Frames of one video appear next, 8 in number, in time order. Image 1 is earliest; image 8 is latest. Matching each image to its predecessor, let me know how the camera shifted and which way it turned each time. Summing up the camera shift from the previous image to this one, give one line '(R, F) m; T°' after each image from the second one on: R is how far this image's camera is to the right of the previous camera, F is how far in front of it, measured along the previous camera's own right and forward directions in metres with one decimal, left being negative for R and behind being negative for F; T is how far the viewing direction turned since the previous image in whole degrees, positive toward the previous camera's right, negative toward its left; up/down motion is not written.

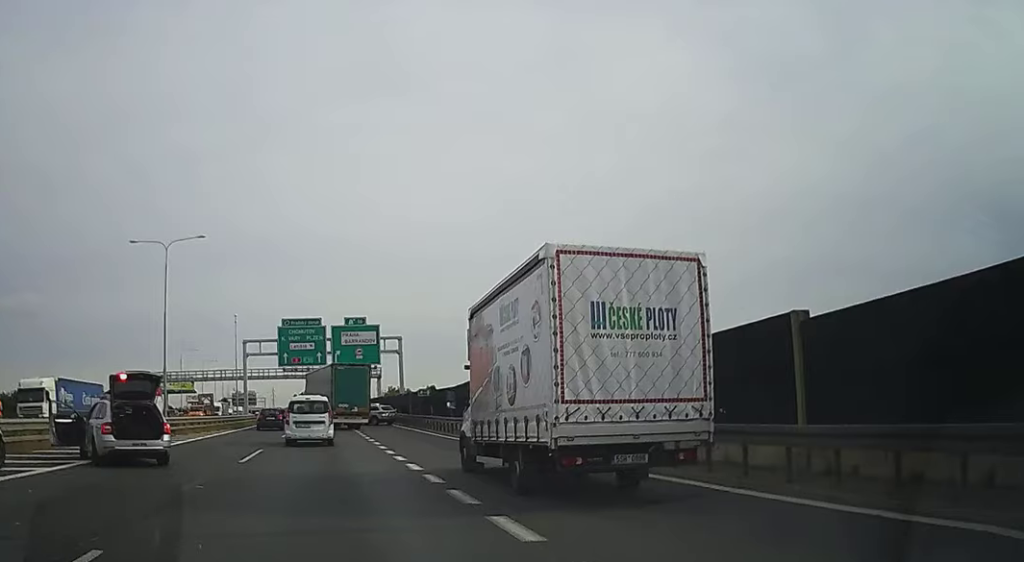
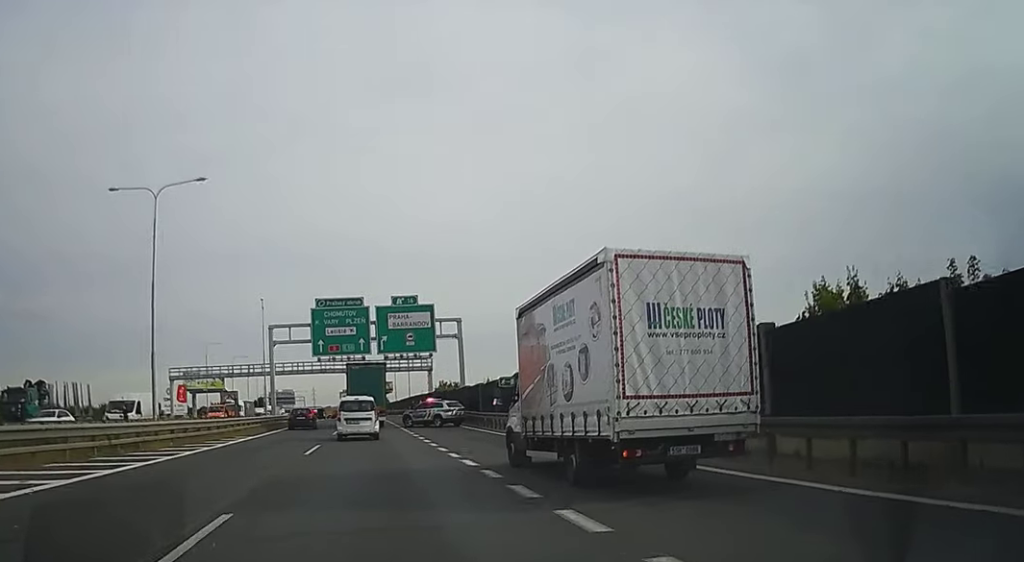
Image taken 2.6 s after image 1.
(+0.4, +12.2) m; +3°
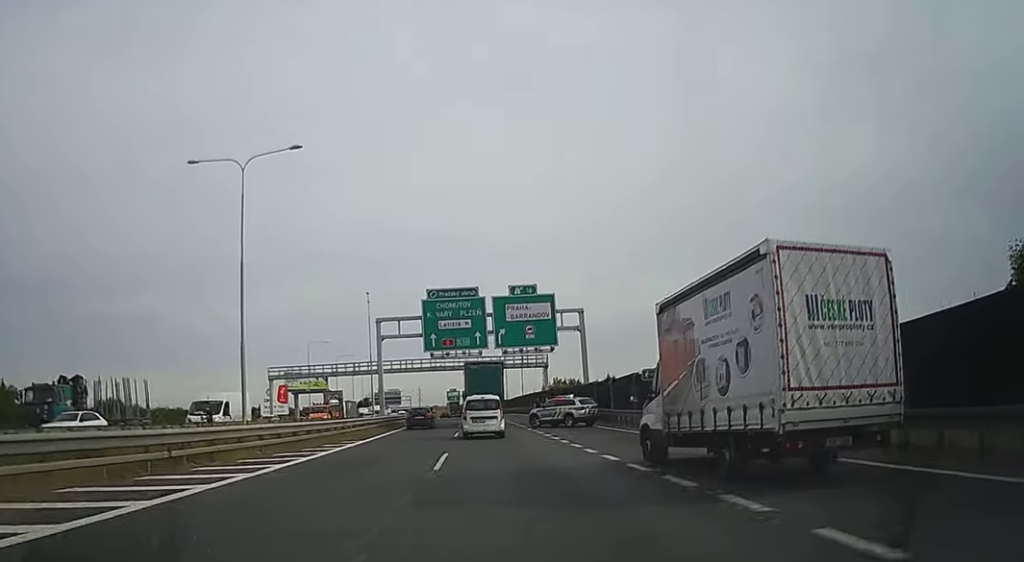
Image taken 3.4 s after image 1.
(0.0, +4.9) m; 0°
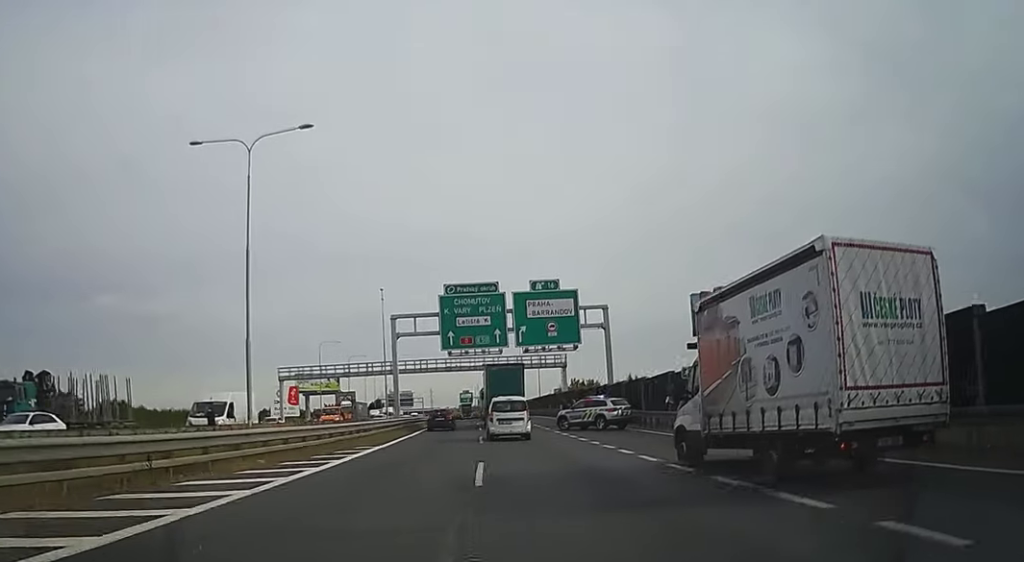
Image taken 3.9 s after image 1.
(0.0, +2.8) m; 0°
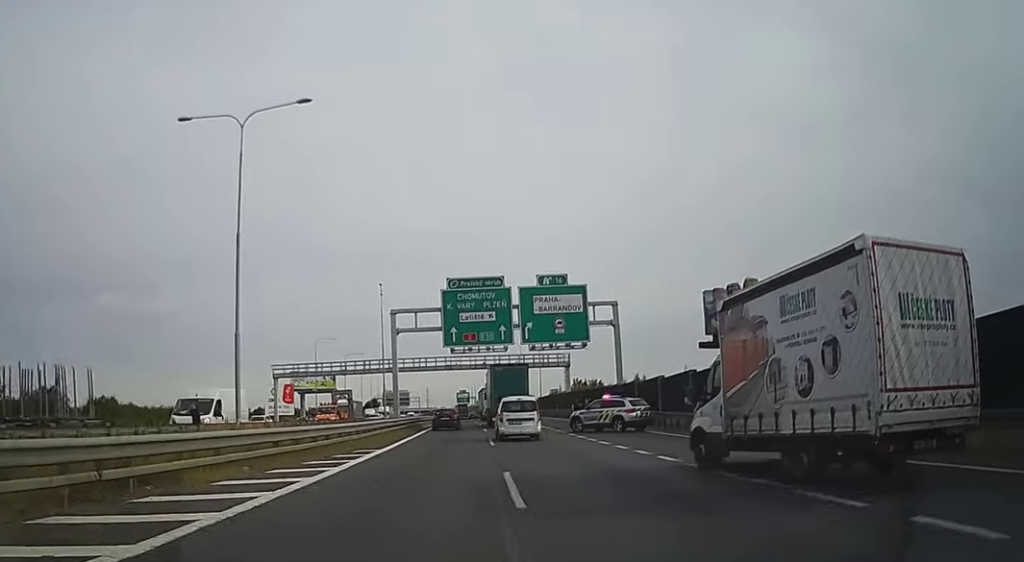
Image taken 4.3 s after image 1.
(0.0, +2.6) m; 0°
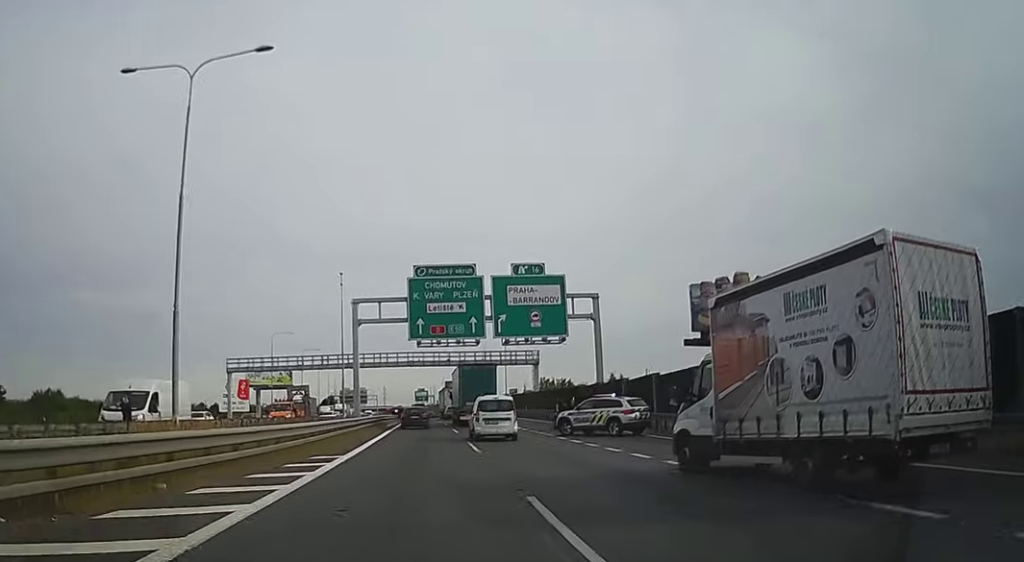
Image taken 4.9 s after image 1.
(0.0, +4.3) m; 0°
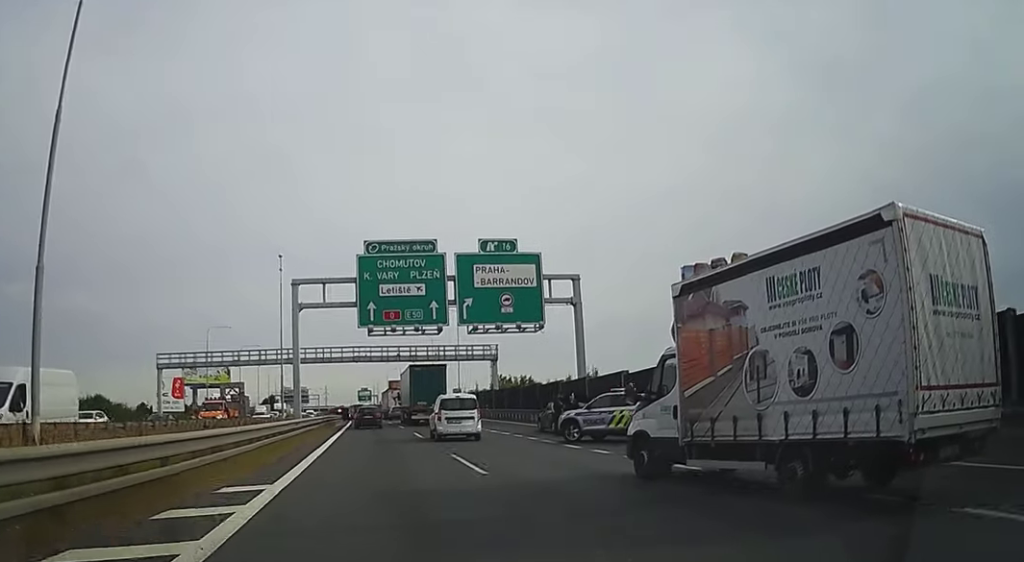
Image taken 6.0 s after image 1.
(0.0, +7.9) m; 0°
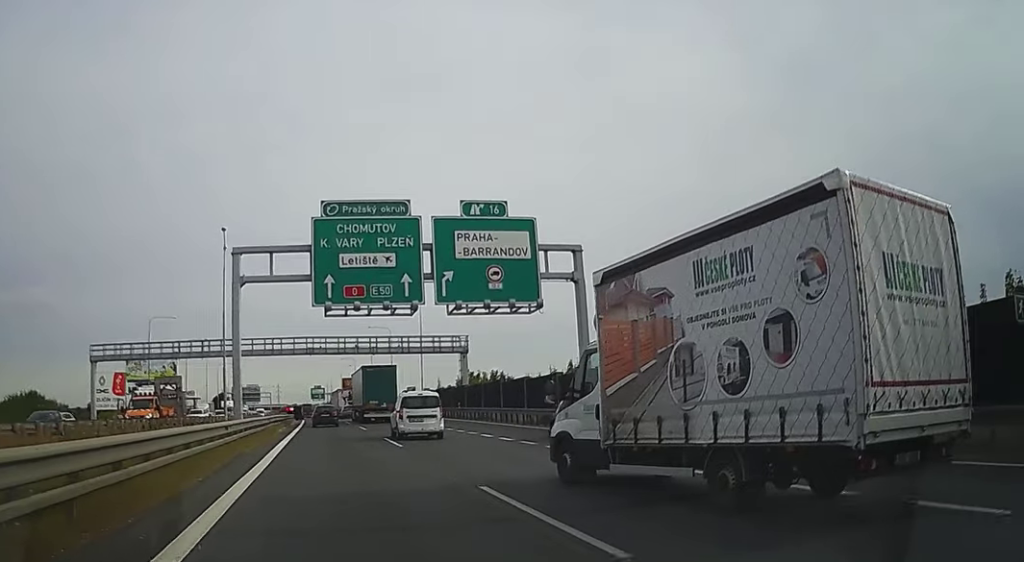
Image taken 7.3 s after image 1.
(0.0, +9.6) m; 0°
